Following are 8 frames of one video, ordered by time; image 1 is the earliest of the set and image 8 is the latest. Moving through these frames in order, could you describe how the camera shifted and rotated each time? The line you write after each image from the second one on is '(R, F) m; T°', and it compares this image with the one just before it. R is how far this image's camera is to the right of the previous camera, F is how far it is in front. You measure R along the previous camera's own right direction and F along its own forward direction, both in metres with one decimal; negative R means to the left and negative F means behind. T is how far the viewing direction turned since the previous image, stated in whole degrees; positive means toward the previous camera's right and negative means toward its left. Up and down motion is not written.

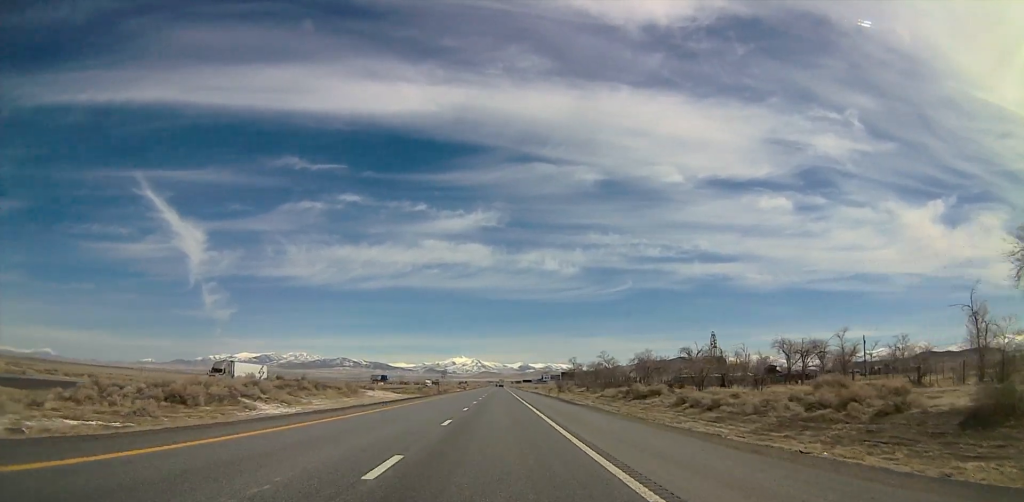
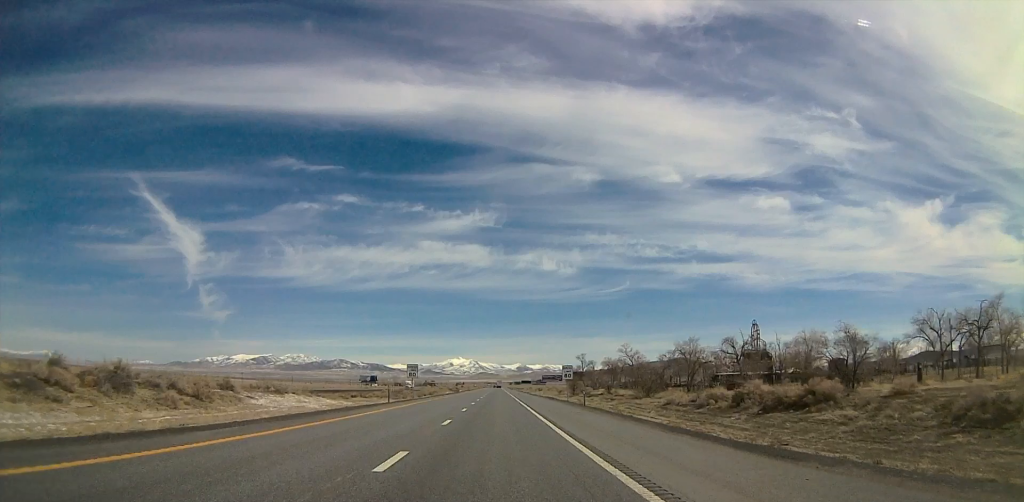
(0.0, +32.6) m; 0°
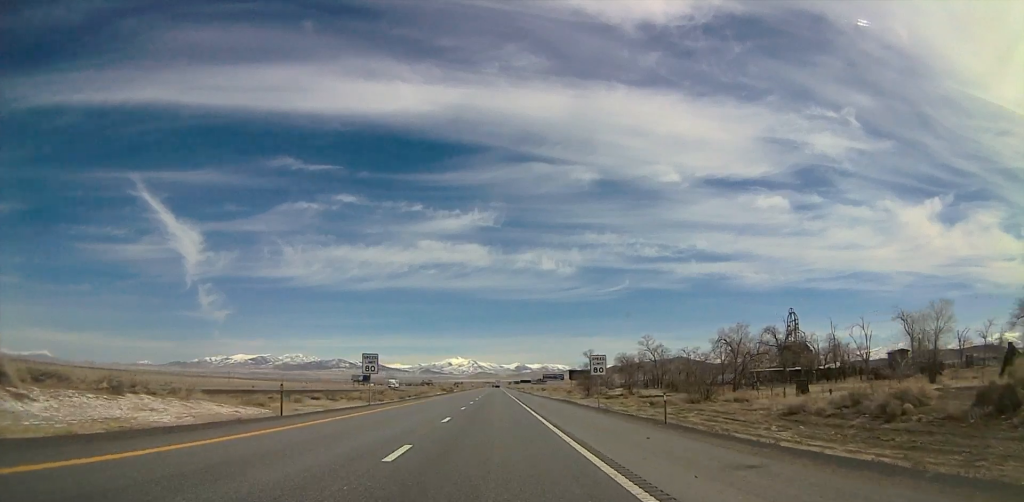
(0.0, +20.8) m; 0°
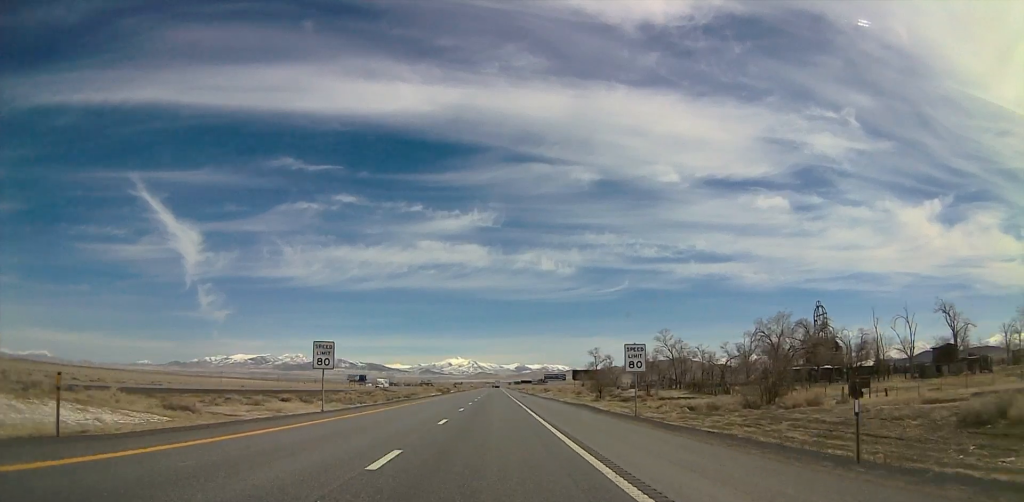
(0.0, +12.1) m; 0°
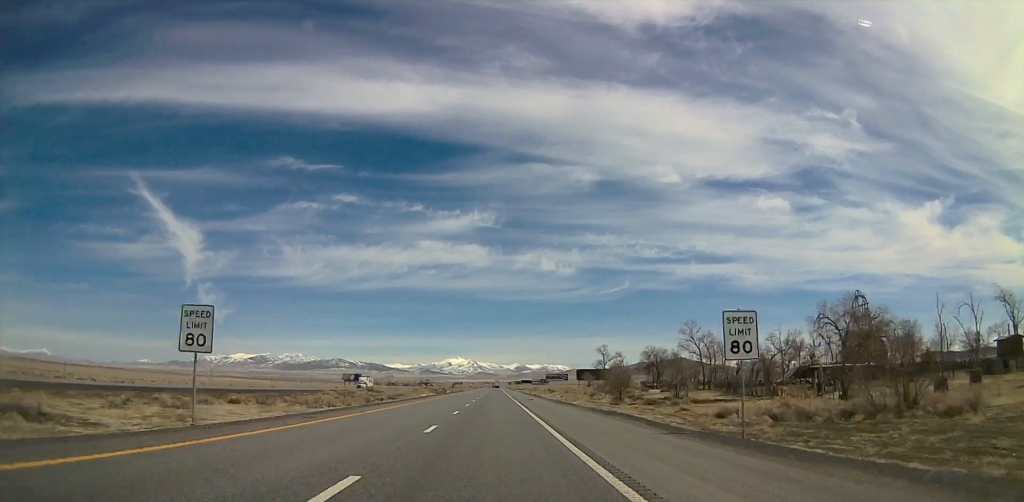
(0.0, +14.5) m; 0°
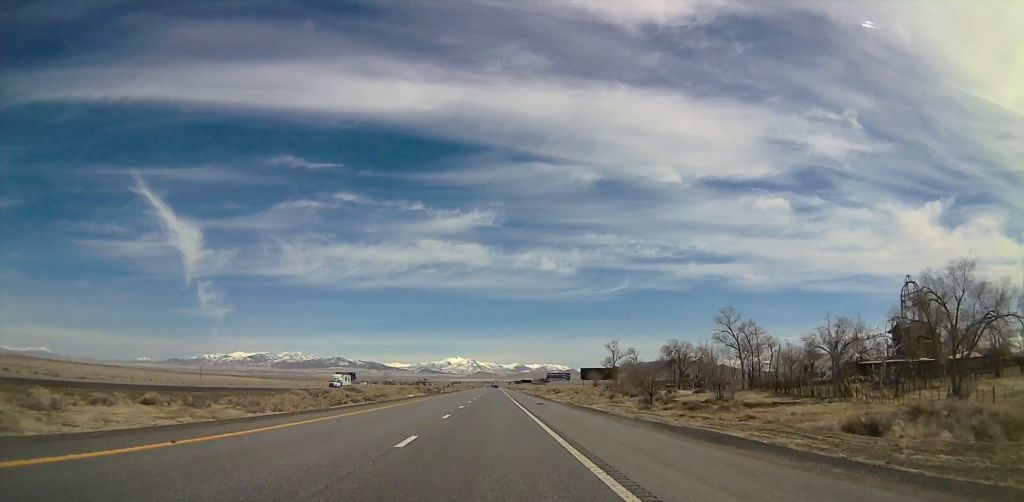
(0.0, +15.6) m; 0°
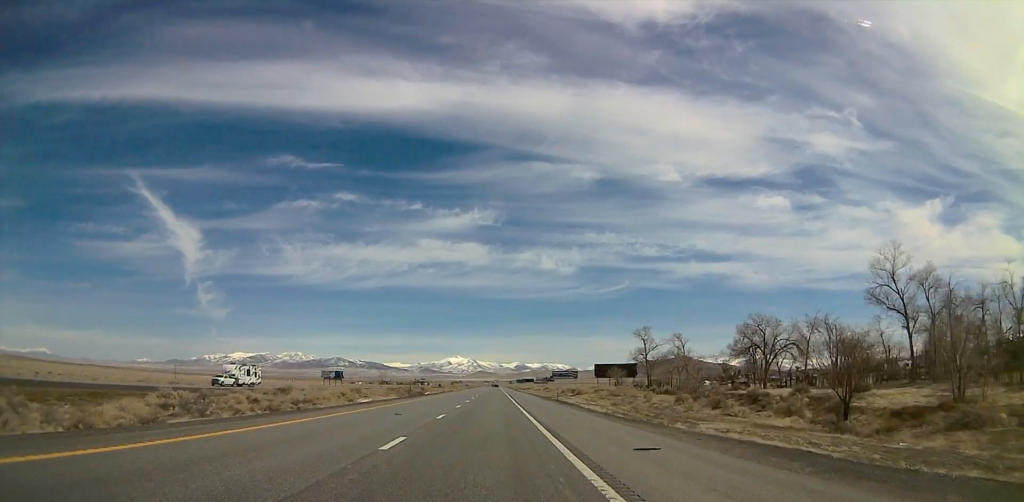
(0.0, +35.6) m; 0°
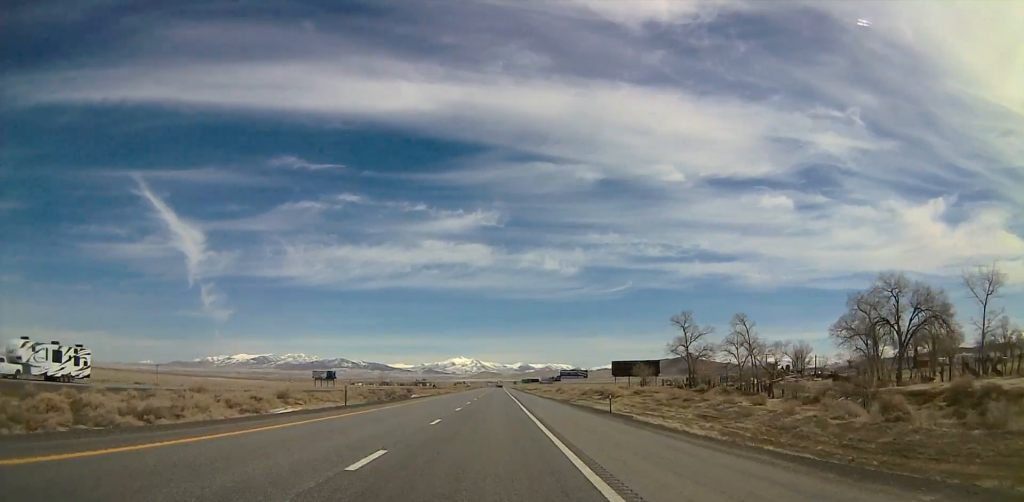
(0.0, +28.0) m; 0°
